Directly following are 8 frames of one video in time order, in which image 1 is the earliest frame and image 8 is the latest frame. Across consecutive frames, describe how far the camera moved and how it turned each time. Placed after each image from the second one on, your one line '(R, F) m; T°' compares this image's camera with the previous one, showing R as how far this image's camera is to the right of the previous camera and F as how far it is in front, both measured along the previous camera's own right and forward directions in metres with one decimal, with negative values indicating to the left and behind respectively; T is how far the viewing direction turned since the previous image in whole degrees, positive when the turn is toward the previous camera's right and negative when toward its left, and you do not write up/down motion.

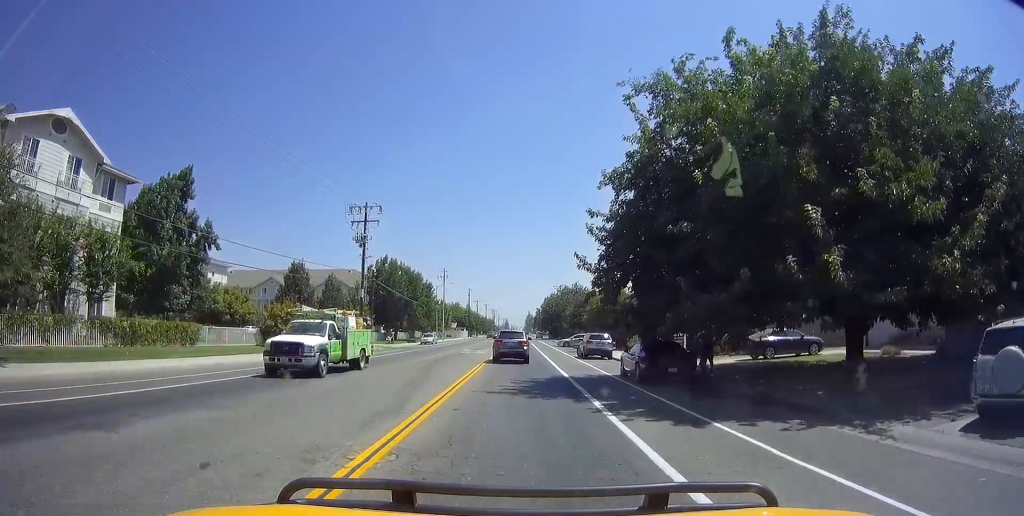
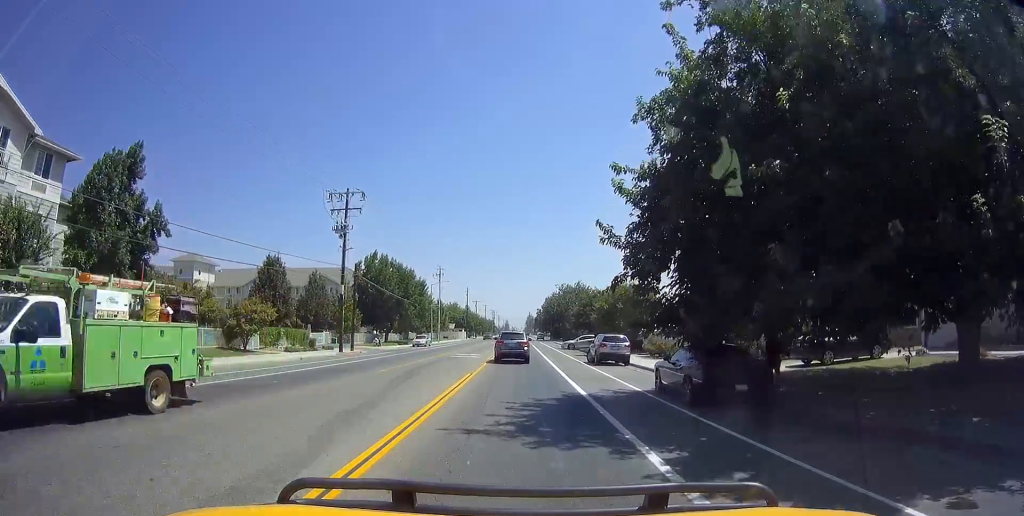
(0.0, +5.5) m; 0°
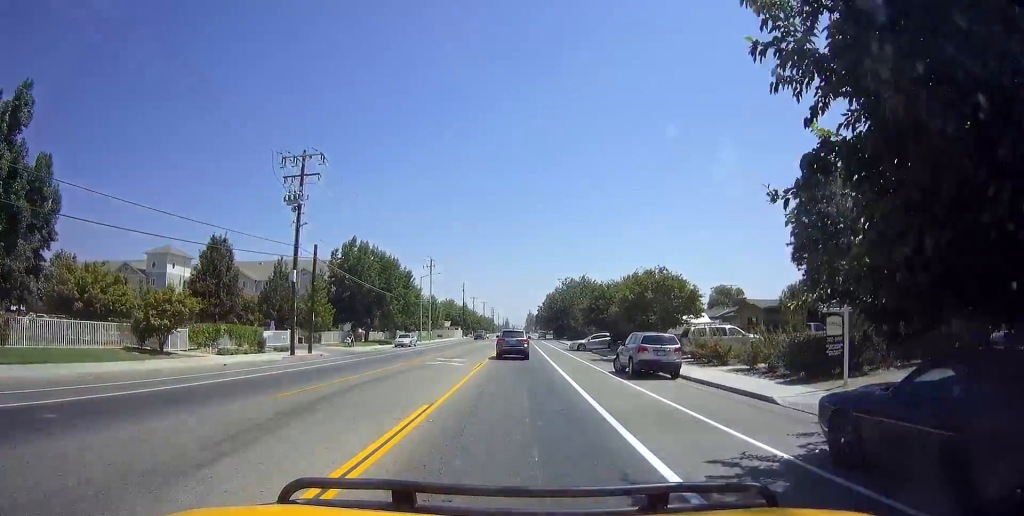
(0.0, +9.4) m; 0°
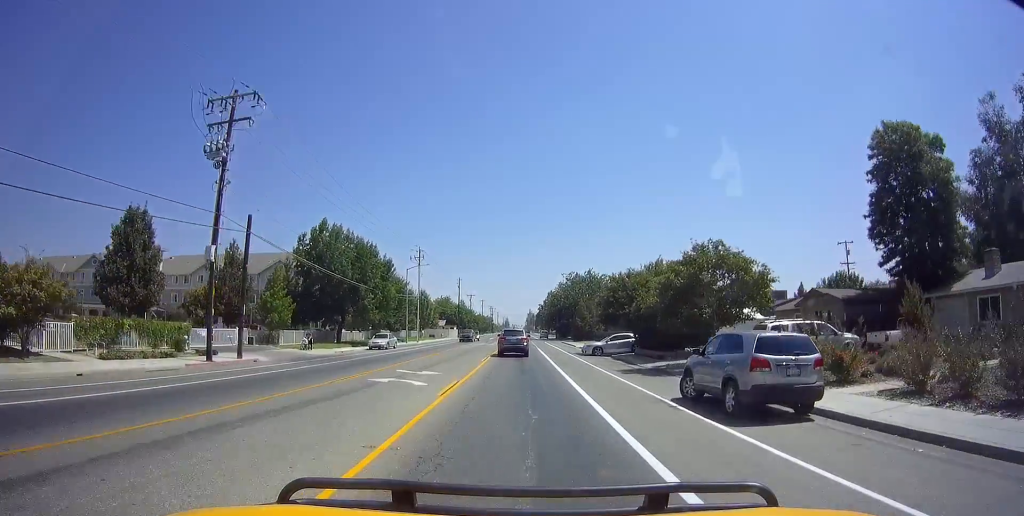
(0.0, +9.6) m; 0°
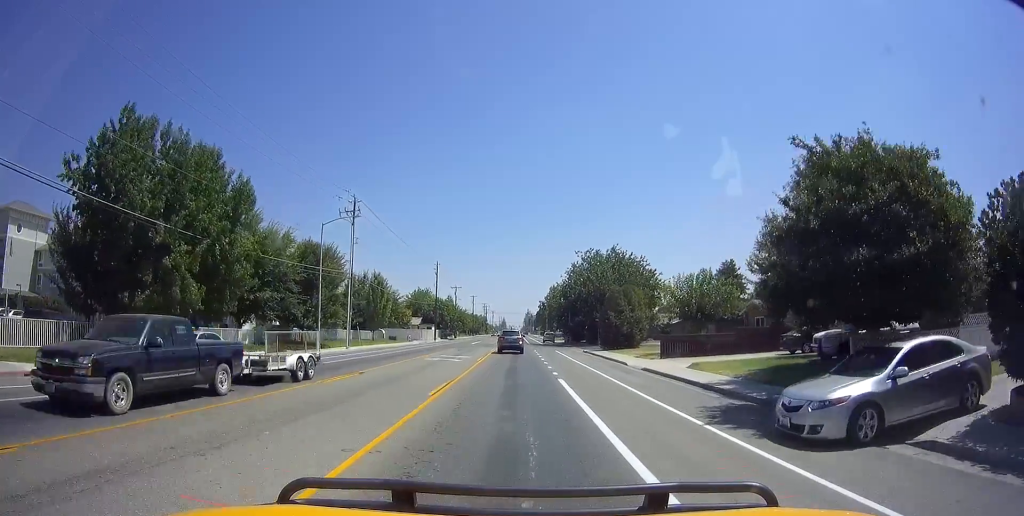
(-0.2, +29.0) m; 0°
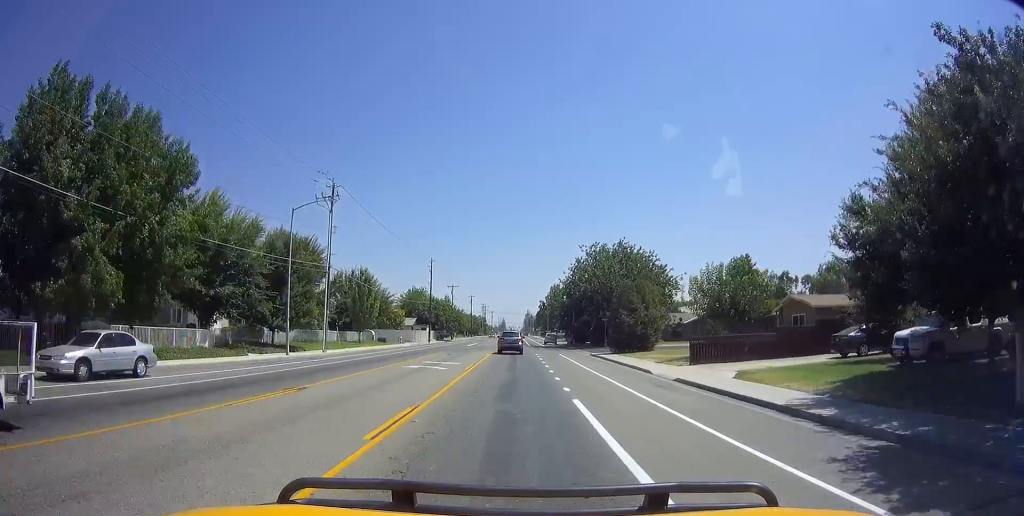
(0.0, +5.5) m; 0°
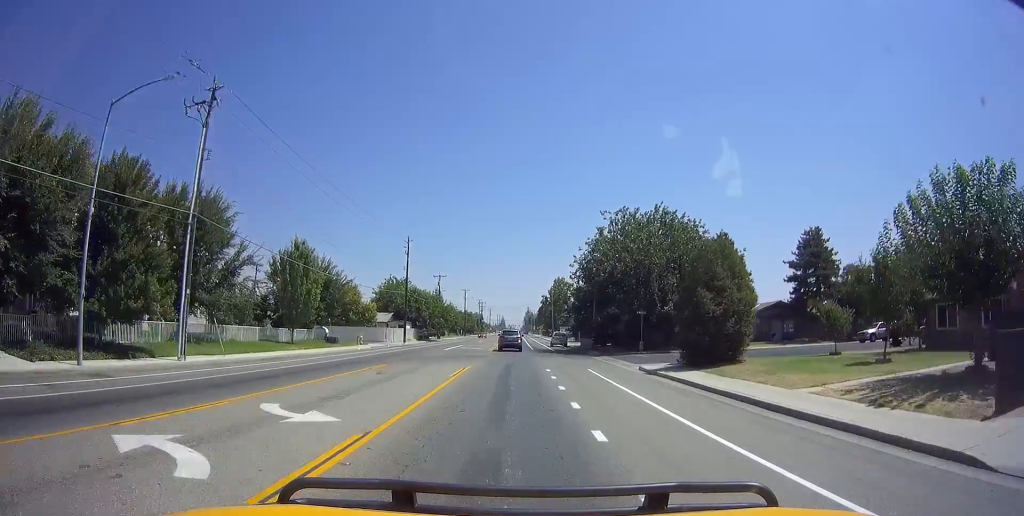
(0.0, +18.1) m; 0°
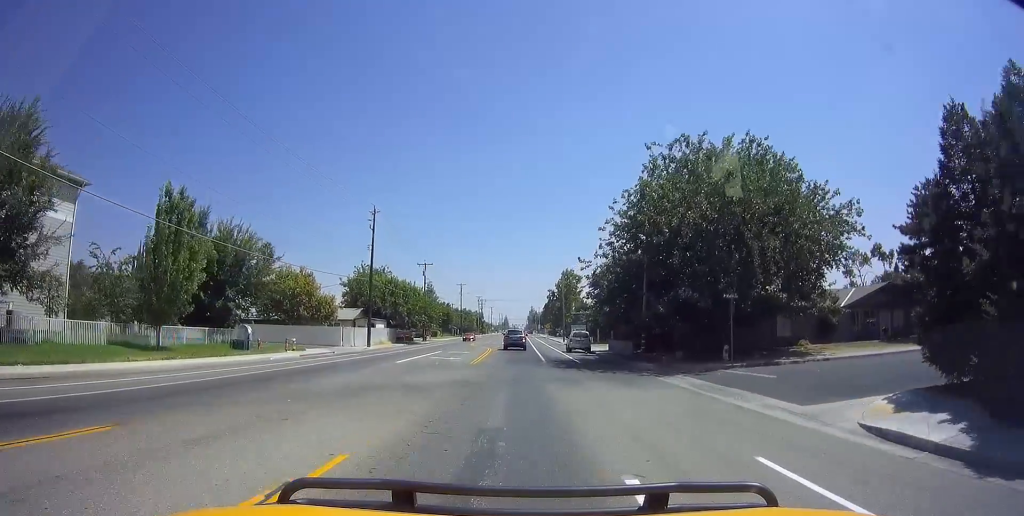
(0.0, +17.7) m; 0°
